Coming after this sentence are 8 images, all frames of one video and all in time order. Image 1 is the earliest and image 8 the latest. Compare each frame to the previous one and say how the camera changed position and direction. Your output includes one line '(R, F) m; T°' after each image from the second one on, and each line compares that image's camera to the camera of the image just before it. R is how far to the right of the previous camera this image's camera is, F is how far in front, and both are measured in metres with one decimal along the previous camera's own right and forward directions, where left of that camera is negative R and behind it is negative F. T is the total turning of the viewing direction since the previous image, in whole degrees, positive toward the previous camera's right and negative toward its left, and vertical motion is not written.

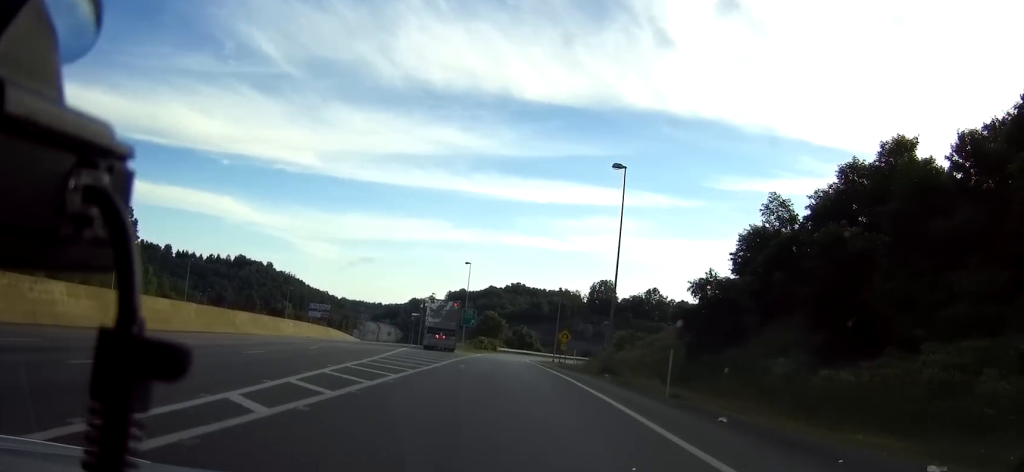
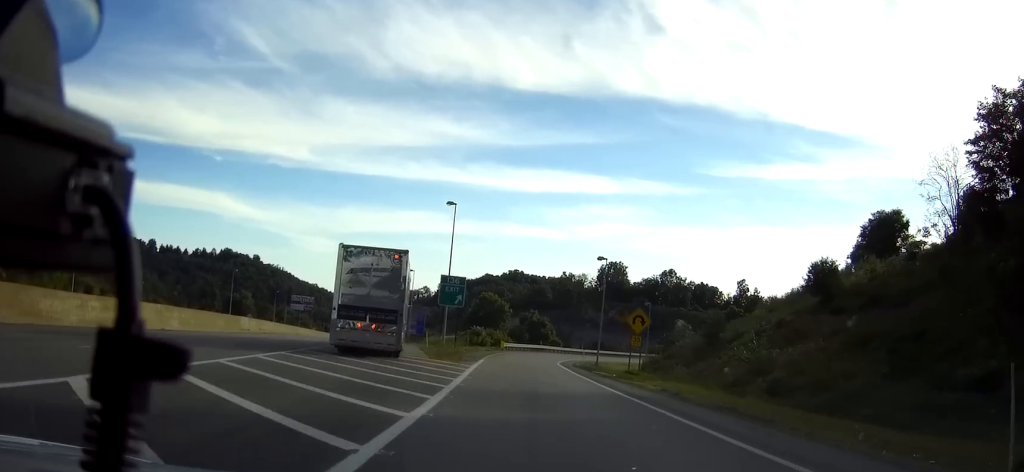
(-0.2, +42.4) m; +1°
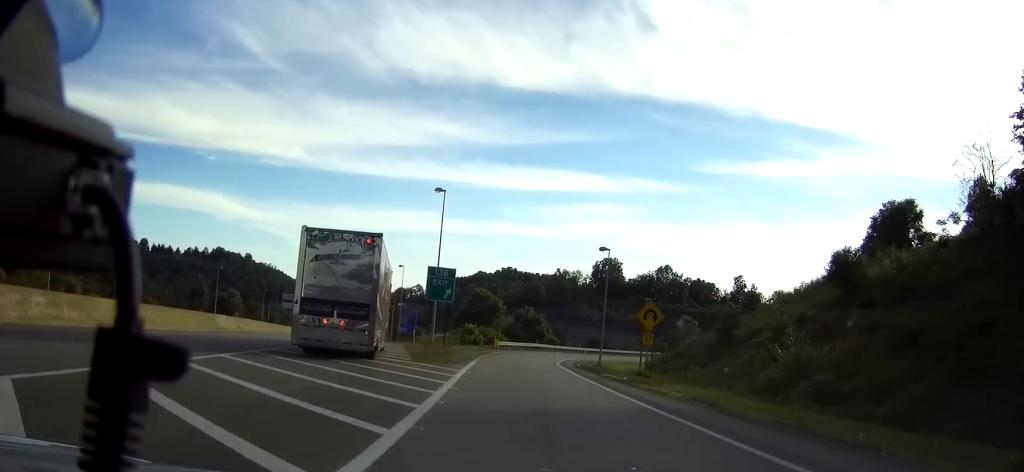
(0.0, +5.0) m; 0°
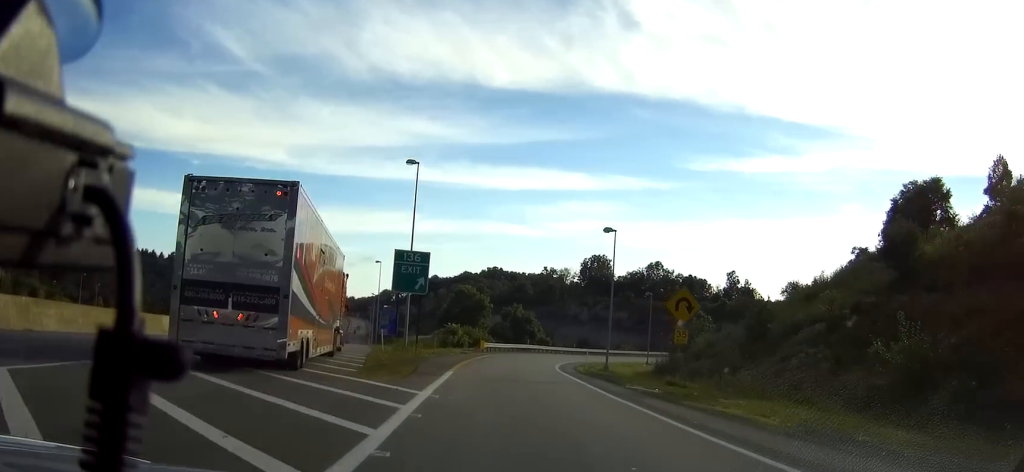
(0.0, +9.1) m; 0°
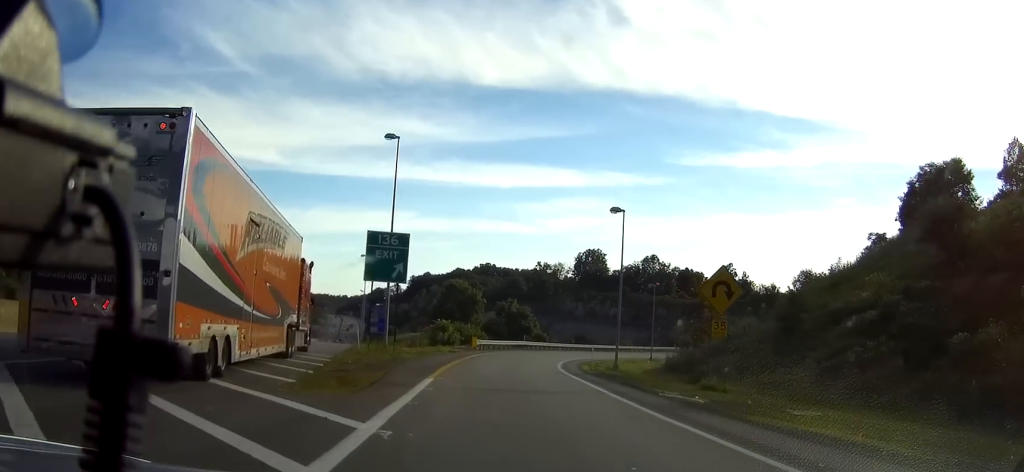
(0.0, +5.5) m; +1°
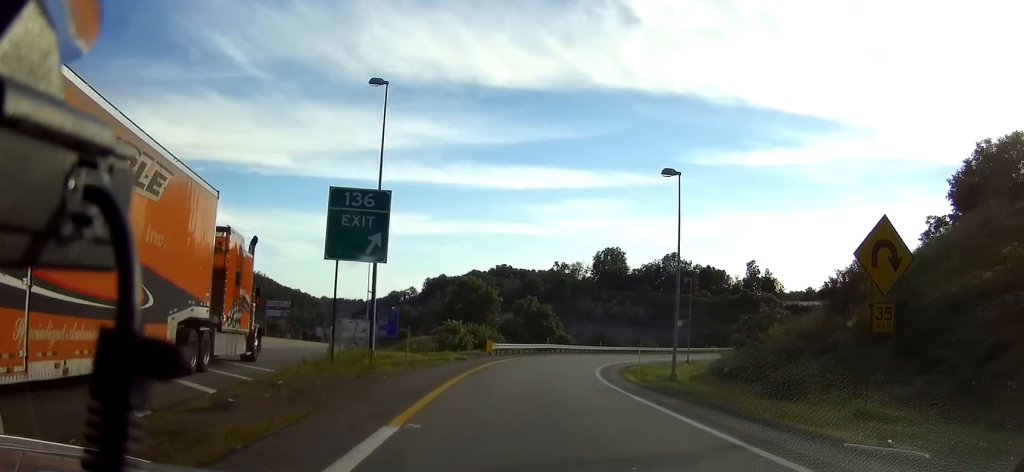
(+0.1, +8.9) m; +1°
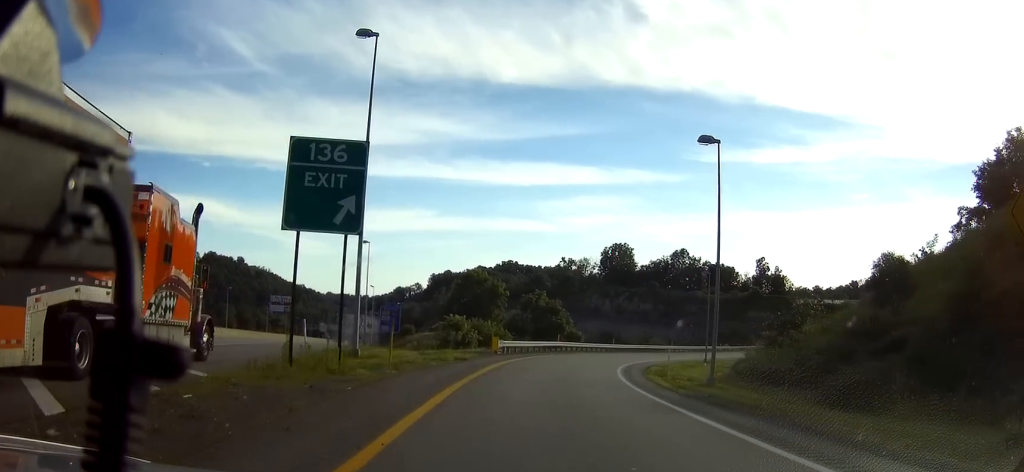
(0.0, +4.3) m; 0°
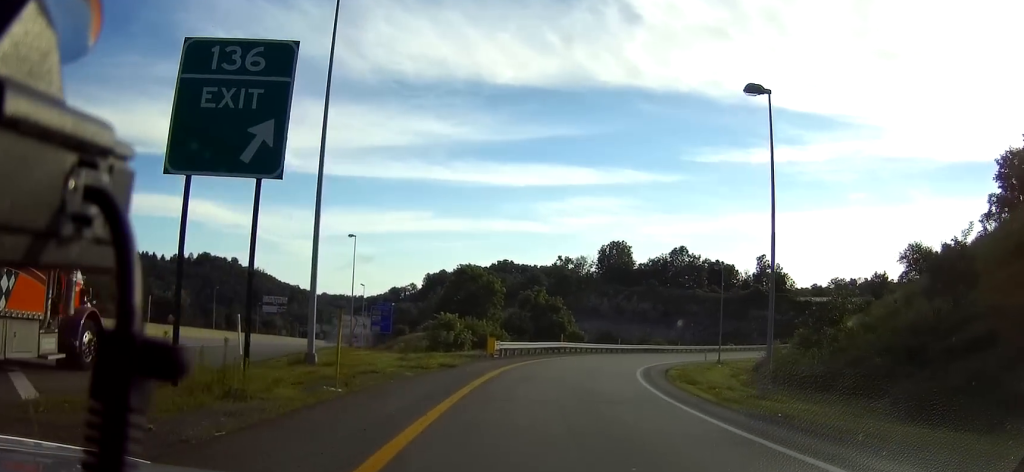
(0.0, +5.2) m; +1°
